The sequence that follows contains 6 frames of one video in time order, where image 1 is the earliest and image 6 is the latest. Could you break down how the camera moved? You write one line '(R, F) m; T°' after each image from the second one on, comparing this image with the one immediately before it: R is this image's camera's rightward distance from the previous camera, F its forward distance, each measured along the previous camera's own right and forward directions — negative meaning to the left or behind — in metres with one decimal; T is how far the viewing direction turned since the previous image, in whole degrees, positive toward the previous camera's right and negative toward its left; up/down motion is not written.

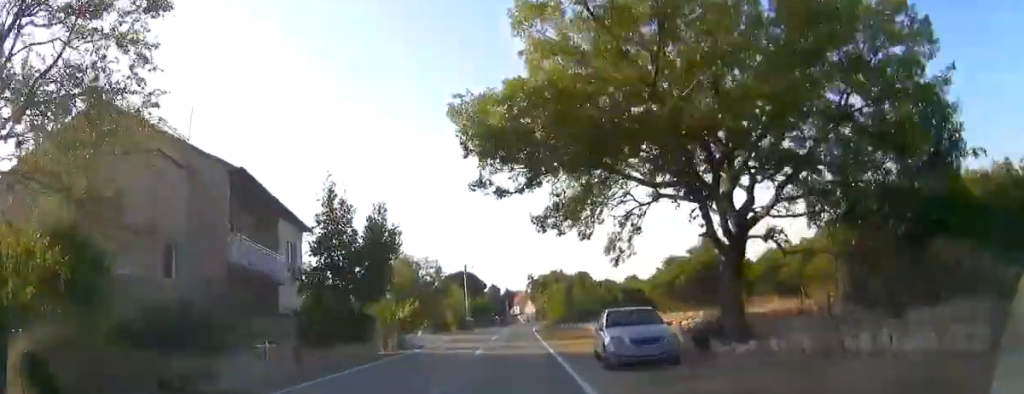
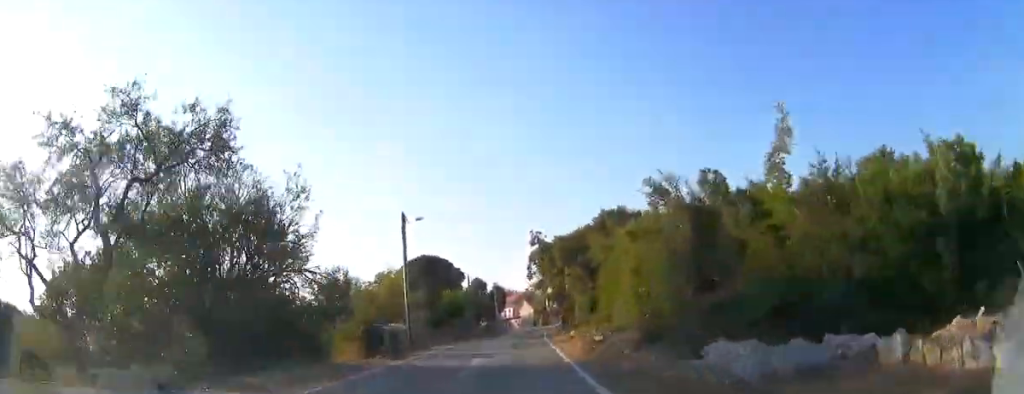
(+0.6, +34.9) m; +1°
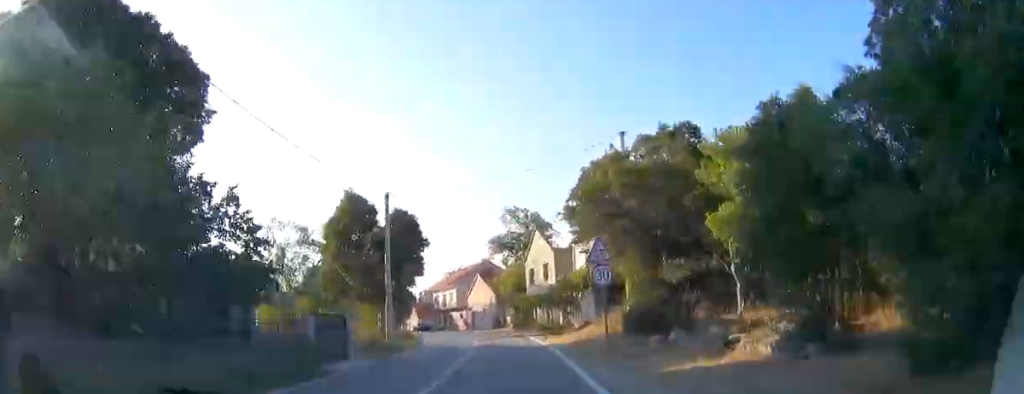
(+1.1, +61.7) m; +3°
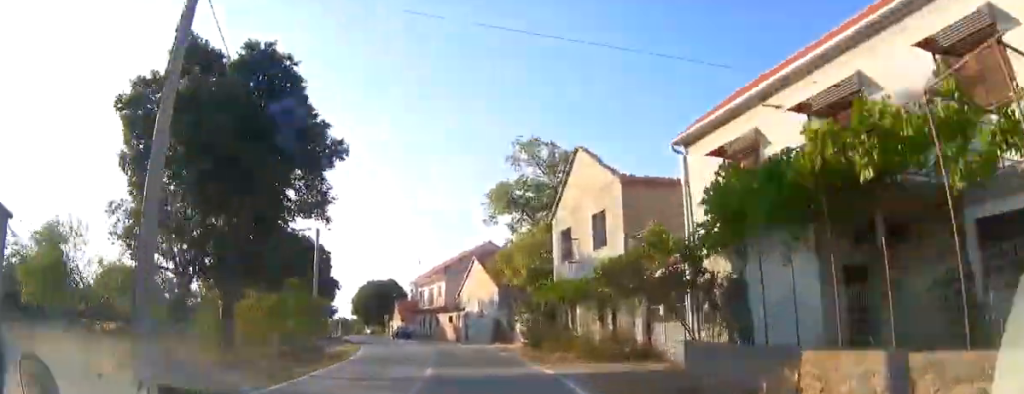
(+0.3, +22.4) m; -2°
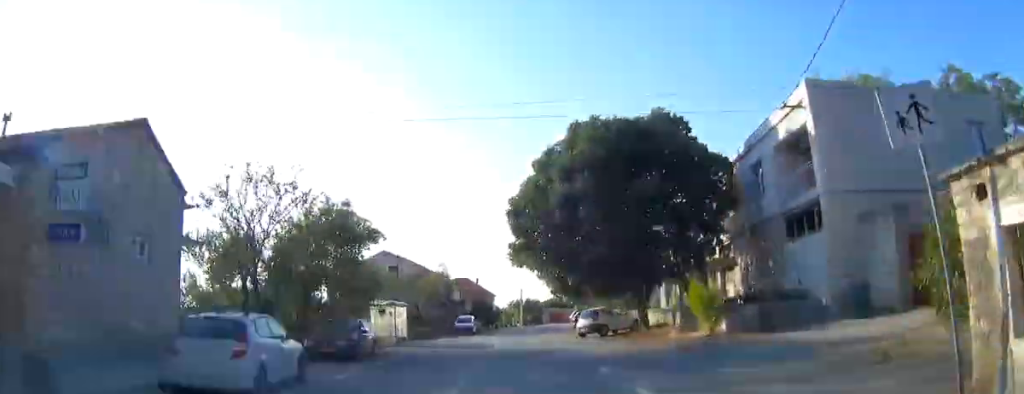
(-15.2, +75.3) m; -18°
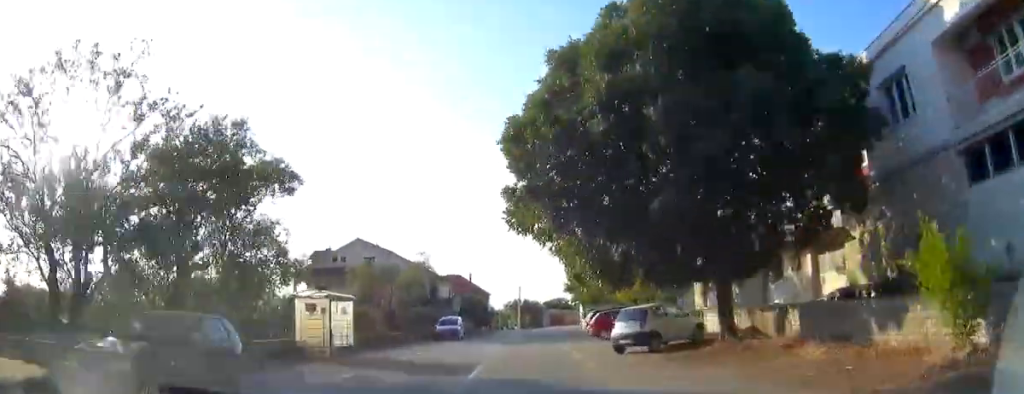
(0.0, +10.4) m; 0°
